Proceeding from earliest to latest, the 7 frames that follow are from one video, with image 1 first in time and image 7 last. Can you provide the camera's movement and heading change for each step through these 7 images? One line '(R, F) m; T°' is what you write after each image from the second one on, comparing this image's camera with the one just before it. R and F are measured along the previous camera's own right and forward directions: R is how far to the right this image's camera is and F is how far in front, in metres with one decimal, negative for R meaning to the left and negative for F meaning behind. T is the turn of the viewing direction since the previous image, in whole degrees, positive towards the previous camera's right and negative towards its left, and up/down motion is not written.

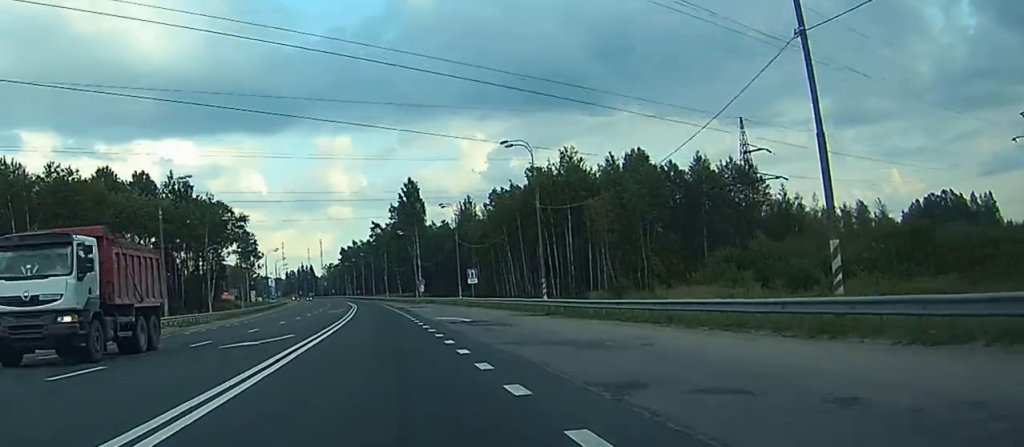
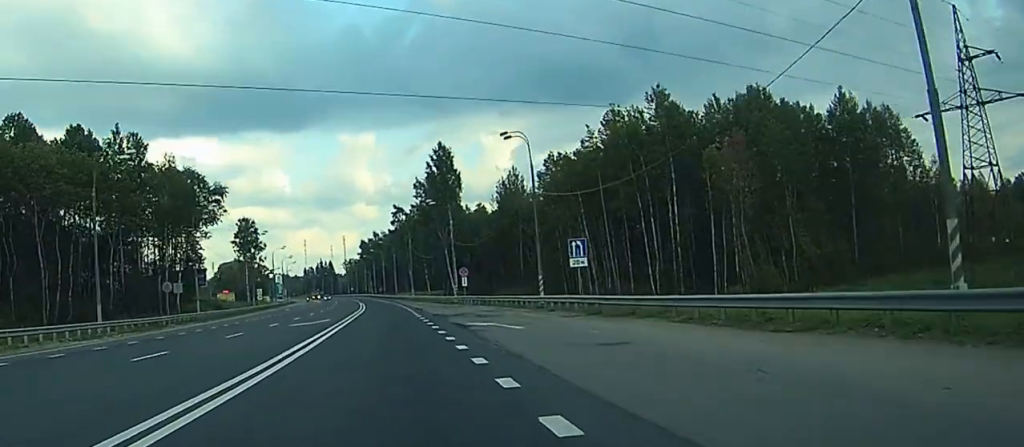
(-0.5, +43.1) m; -1°
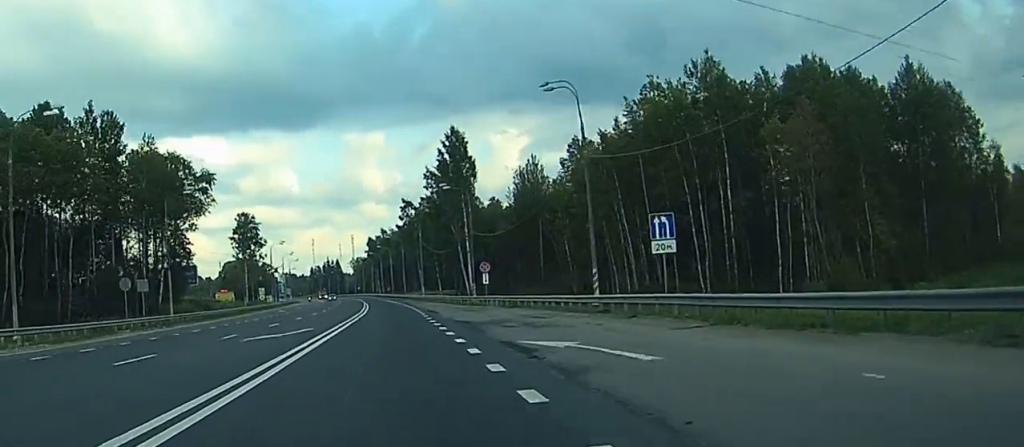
(0.0, +13.4) m; 0°
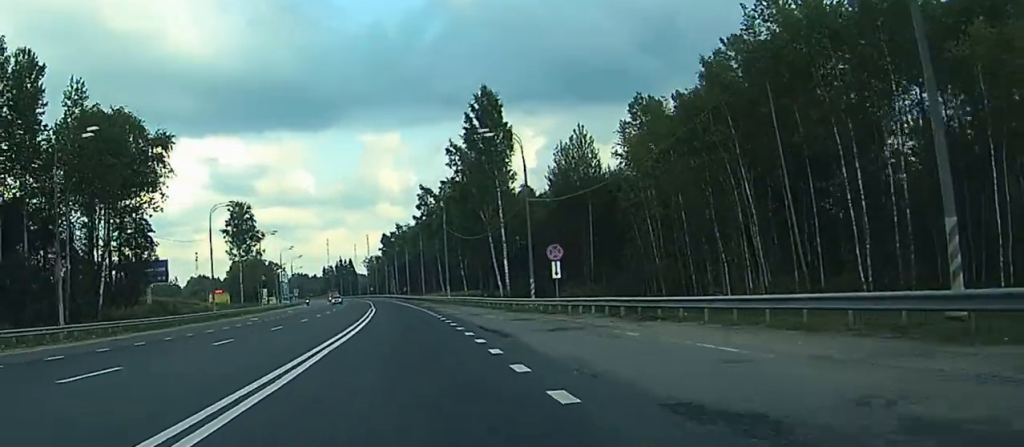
(-0.2, +27.7) m; -1°
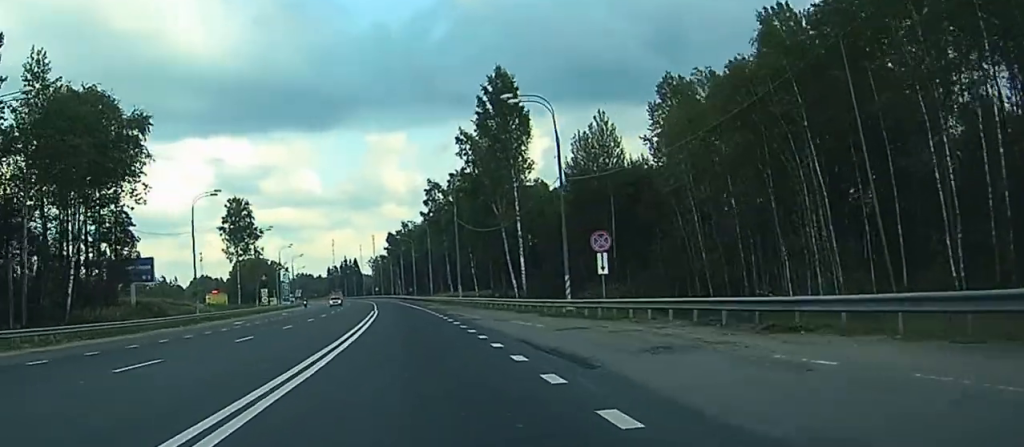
(-0.1, +9.8) m; 0°
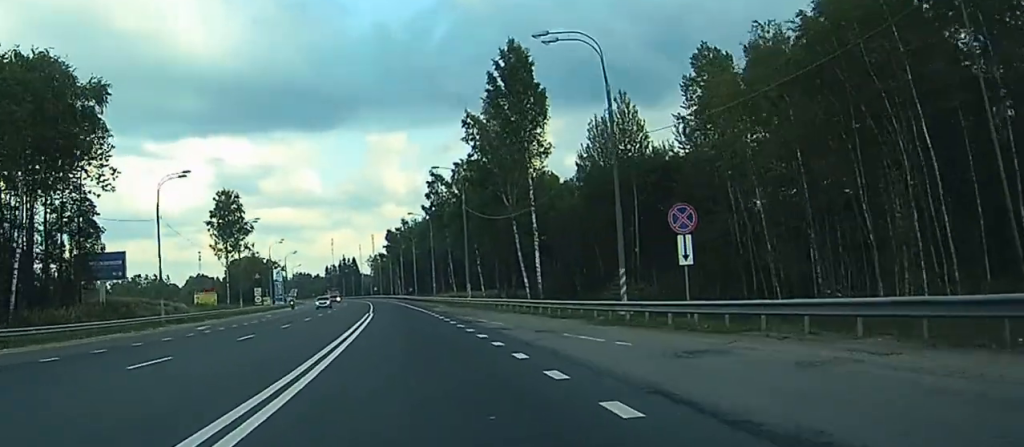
(0.0, +11.4) m; 0°
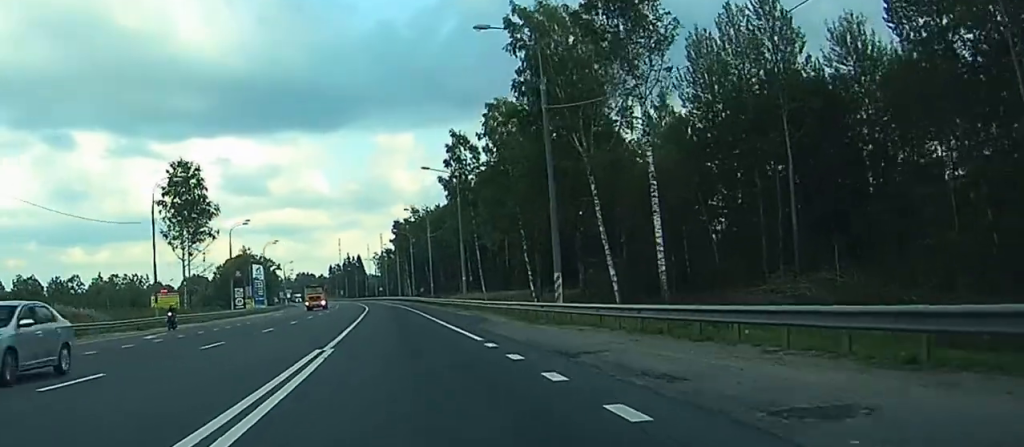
(-0.3, +40.4) m; -1°
